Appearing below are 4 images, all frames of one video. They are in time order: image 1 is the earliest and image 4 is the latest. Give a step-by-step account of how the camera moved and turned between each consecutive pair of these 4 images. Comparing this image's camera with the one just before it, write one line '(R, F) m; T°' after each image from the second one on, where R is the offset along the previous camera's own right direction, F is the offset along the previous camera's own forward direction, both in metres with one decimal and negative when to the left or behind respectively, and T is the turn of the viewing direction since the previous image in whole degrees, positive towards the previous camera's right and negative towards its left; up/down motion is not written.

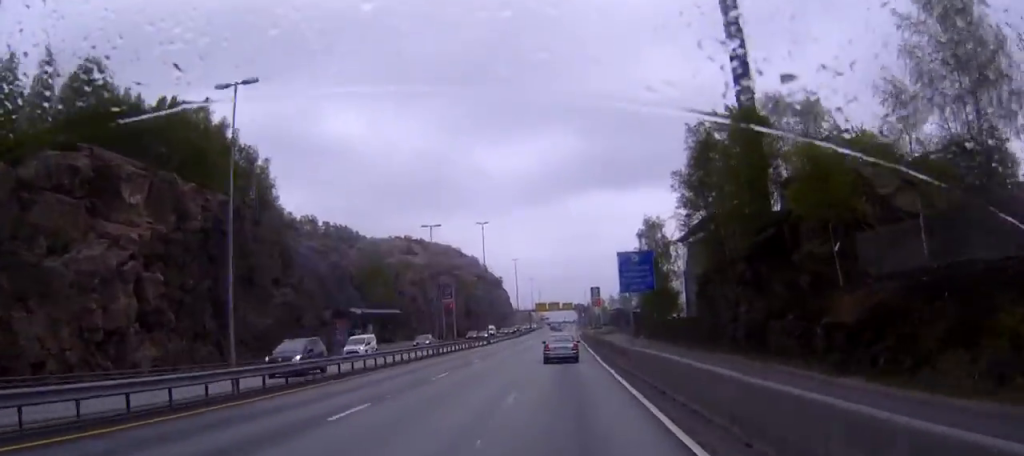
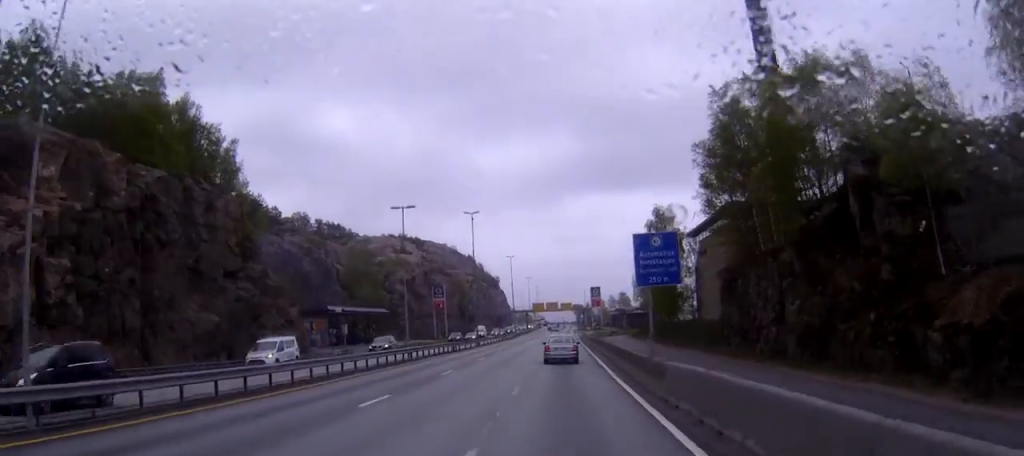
(0.0, +9.5) m; 0°
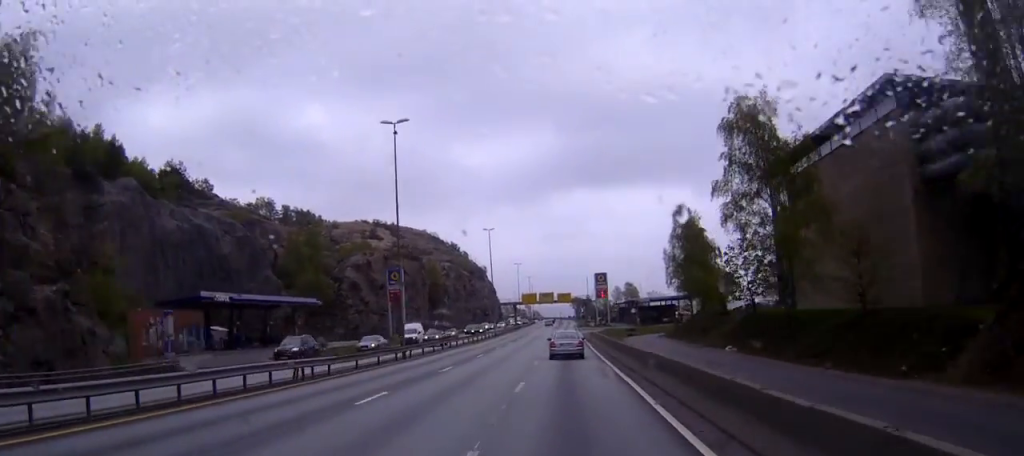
(+0.2, +36.3) m; +1°
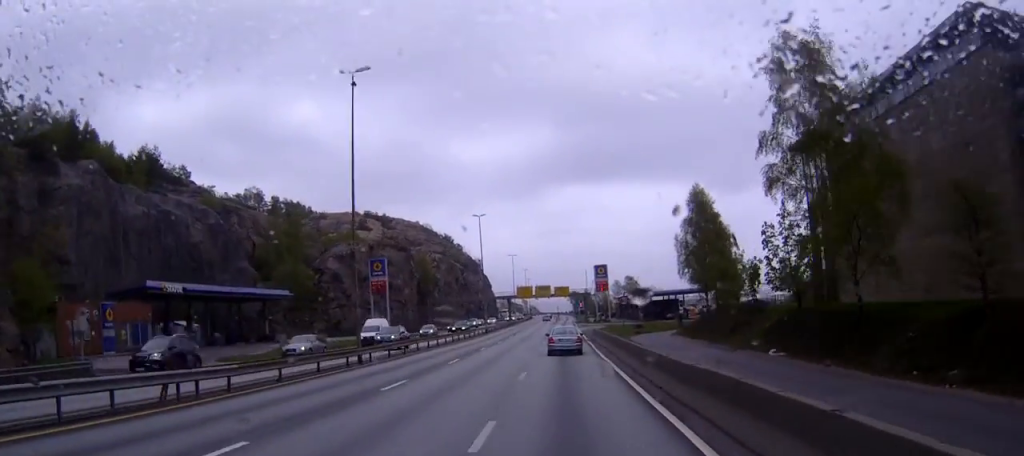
(0.0, +8.9) m; 0°
